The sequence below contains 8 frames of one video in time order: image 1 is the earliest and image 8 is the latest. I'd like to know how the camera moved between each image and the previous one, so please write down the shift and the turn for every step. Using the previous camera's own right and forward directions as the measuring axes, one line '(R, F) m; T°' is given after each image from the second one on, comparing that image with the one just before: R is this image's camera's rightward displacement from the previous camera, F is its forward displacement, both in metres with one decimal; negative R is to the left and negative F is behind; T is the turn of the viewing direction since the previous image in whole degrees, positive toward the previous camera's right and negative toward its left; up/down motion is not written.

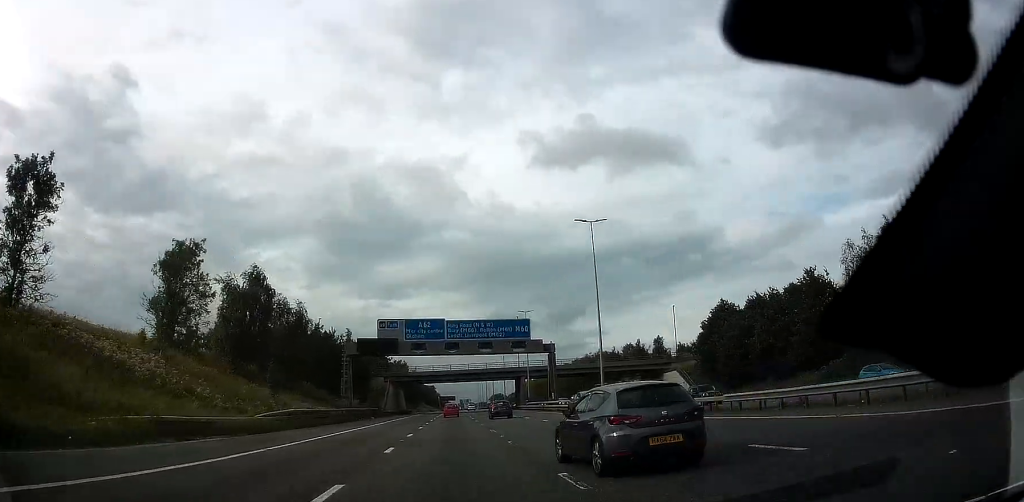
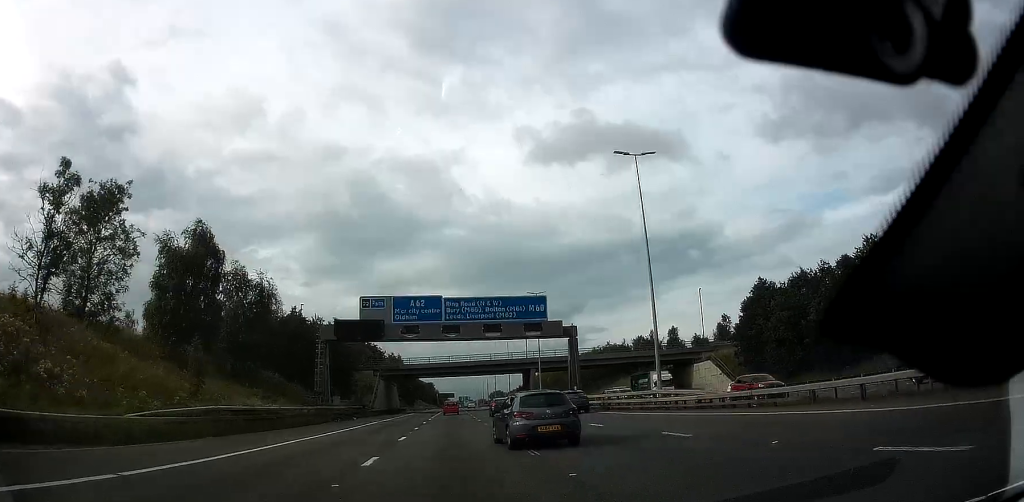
(0.0, +13.0) m; 0°
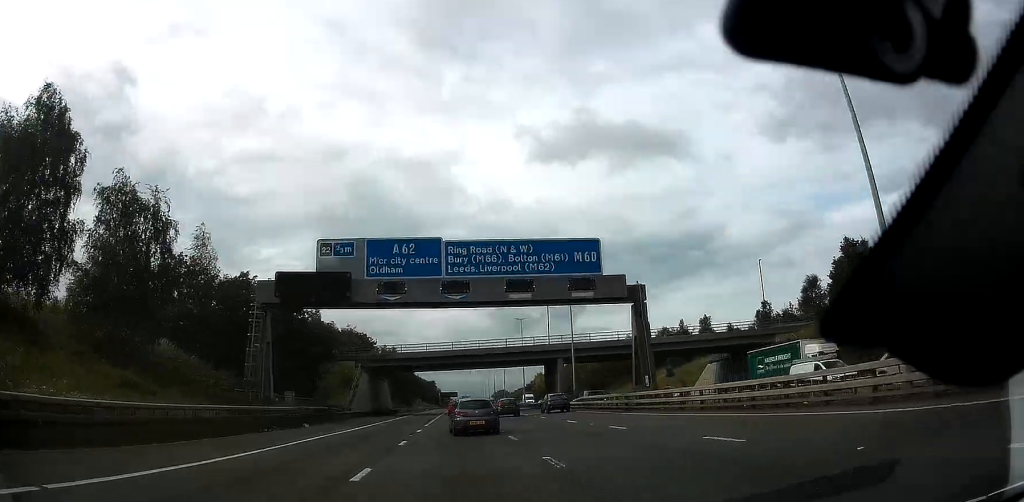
(0.0, +20.1) m; 0°
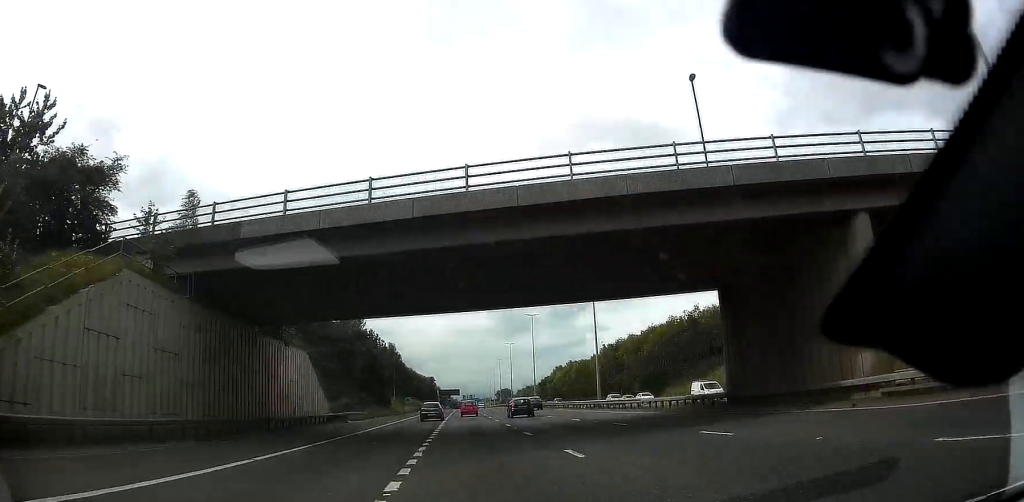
(-0.4, +51.1) m; -1°
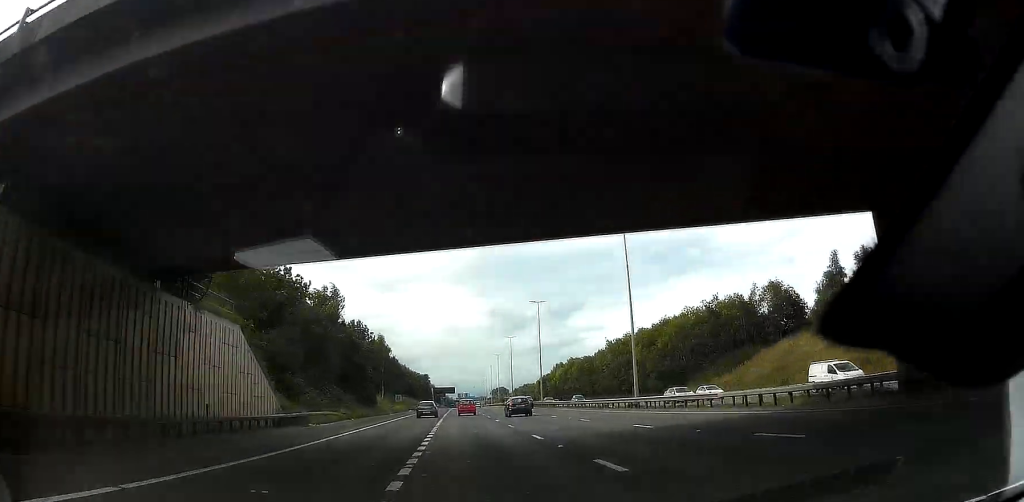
(-0.1, +12.0) m; 0°
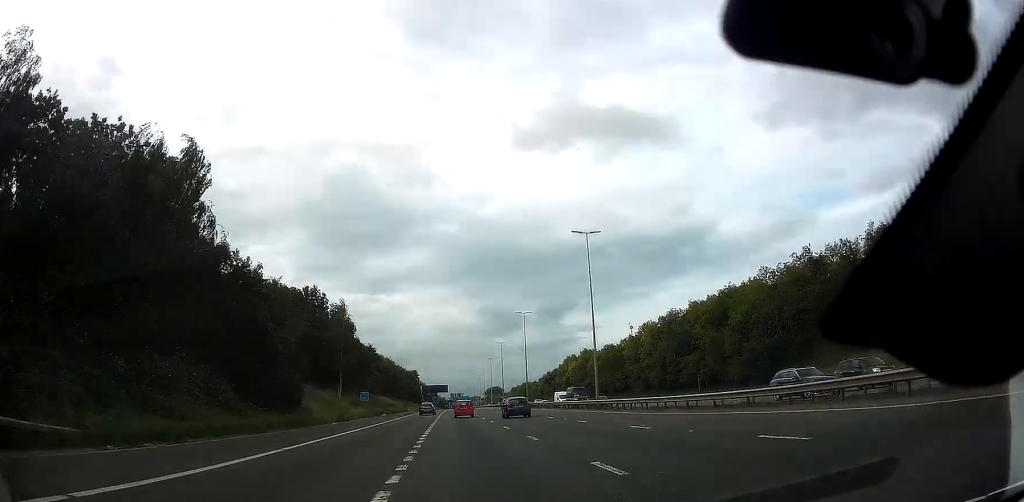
(+0.2, +36.3) m; +1°
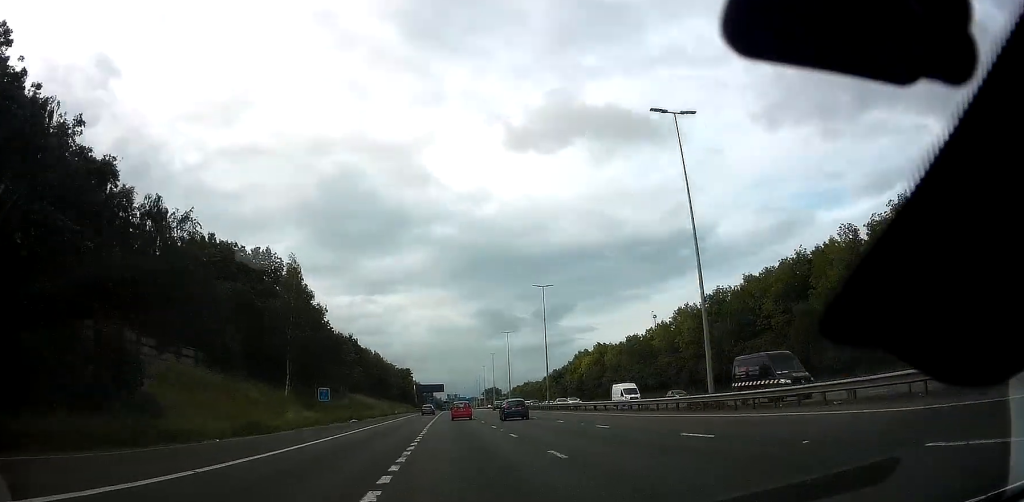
(+0.2, +23.4) m; +1°
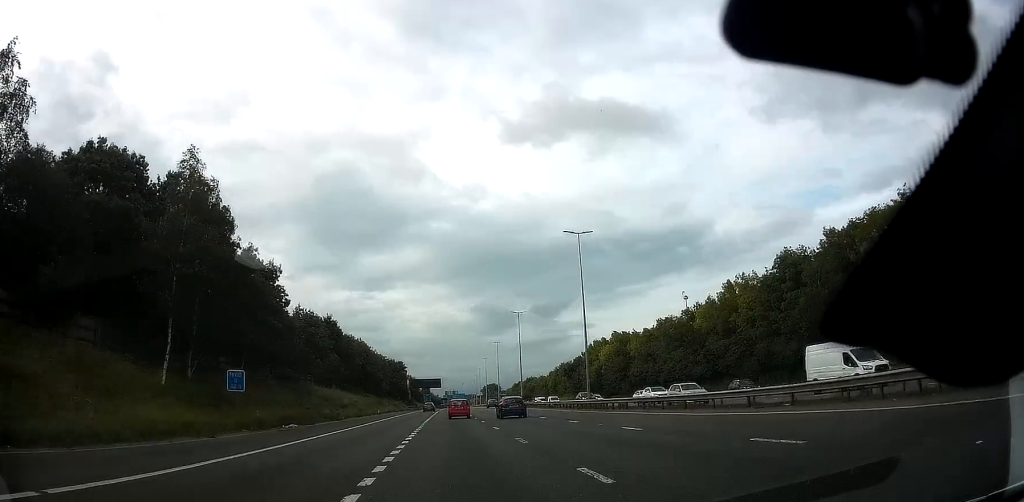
(+0.1, +22.5) m; +1°
